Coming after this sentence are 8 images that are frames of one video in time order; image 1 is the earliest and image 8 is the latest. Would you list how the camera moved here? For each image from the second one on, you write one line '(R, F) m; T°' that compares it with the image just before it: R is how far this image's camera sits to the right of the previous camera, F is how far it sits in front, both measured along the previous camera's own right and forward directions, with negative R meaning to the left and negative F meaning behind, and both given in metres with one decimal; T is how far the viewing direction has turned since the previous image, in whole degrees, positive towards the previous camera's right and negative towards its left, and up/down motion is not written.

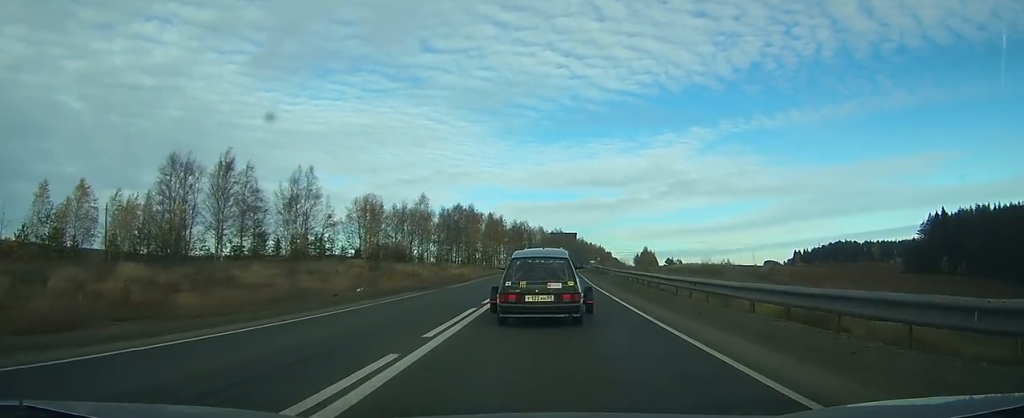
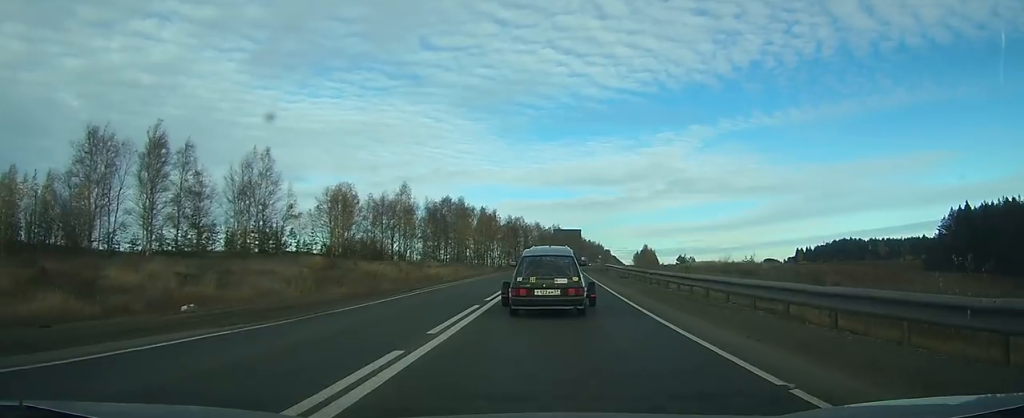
(-0.3, +14.9) m; -1°
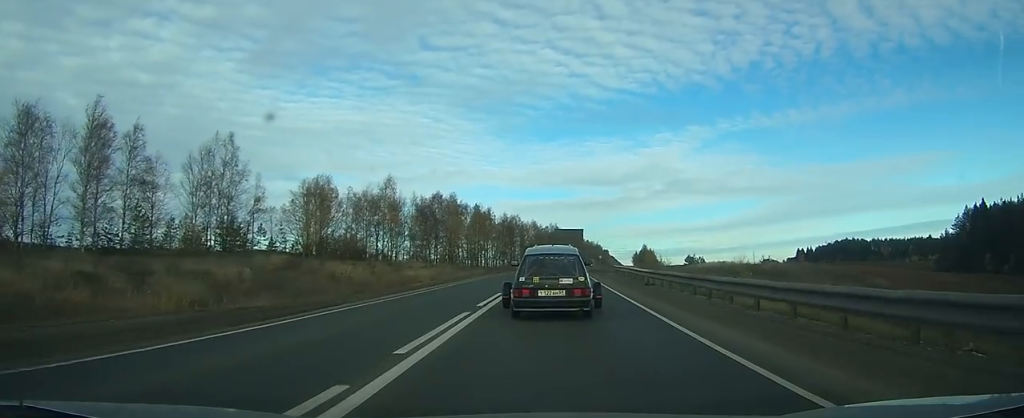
(0.0, +8.9) m; 0°
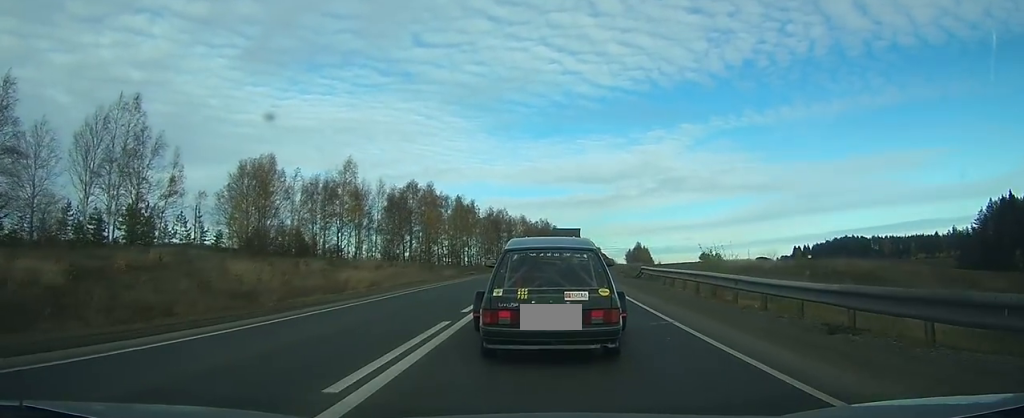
(+0.2, +16.3) m; +1°
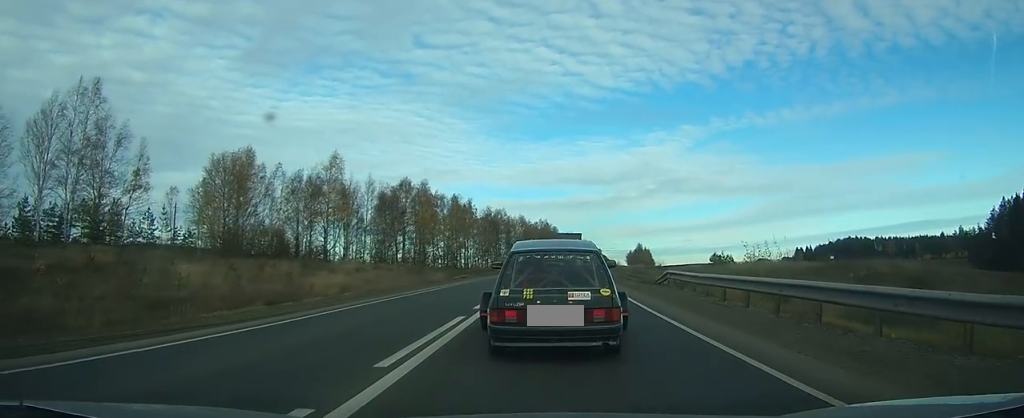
(0.0, +8.2) m; 0°
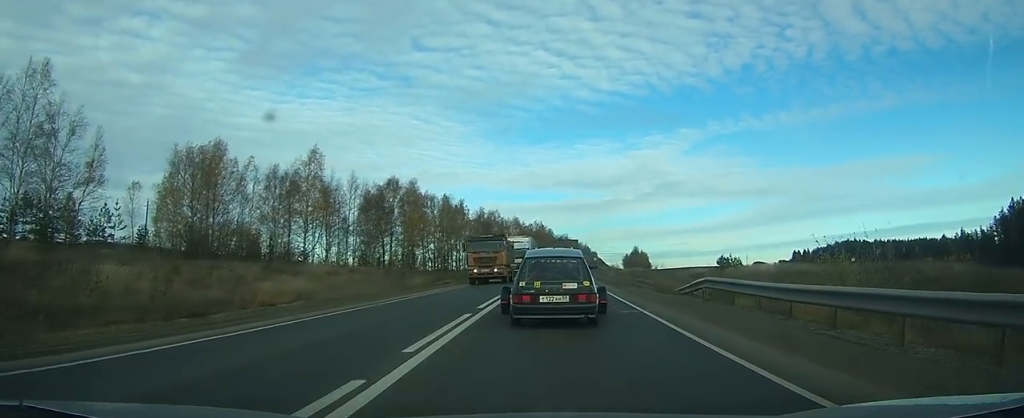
(0.0, +9.1) m; 0°
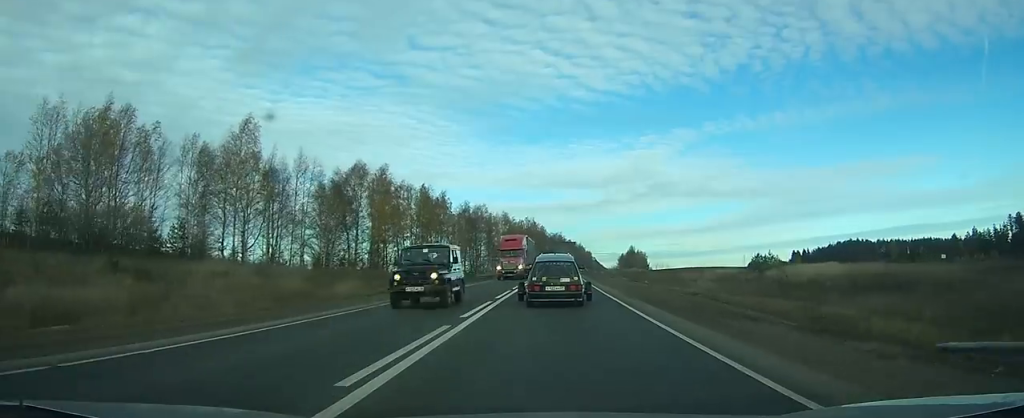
(+0.1, +17.3) m; 0°
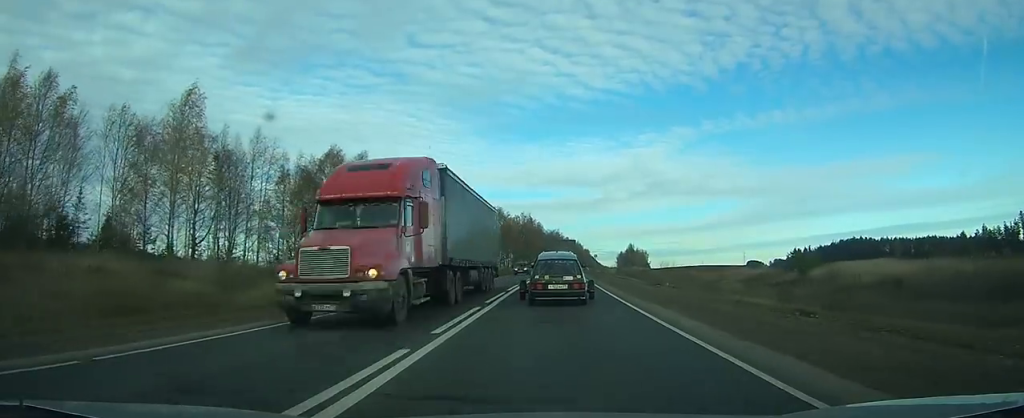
(0.0, +9.6) m; 0°
